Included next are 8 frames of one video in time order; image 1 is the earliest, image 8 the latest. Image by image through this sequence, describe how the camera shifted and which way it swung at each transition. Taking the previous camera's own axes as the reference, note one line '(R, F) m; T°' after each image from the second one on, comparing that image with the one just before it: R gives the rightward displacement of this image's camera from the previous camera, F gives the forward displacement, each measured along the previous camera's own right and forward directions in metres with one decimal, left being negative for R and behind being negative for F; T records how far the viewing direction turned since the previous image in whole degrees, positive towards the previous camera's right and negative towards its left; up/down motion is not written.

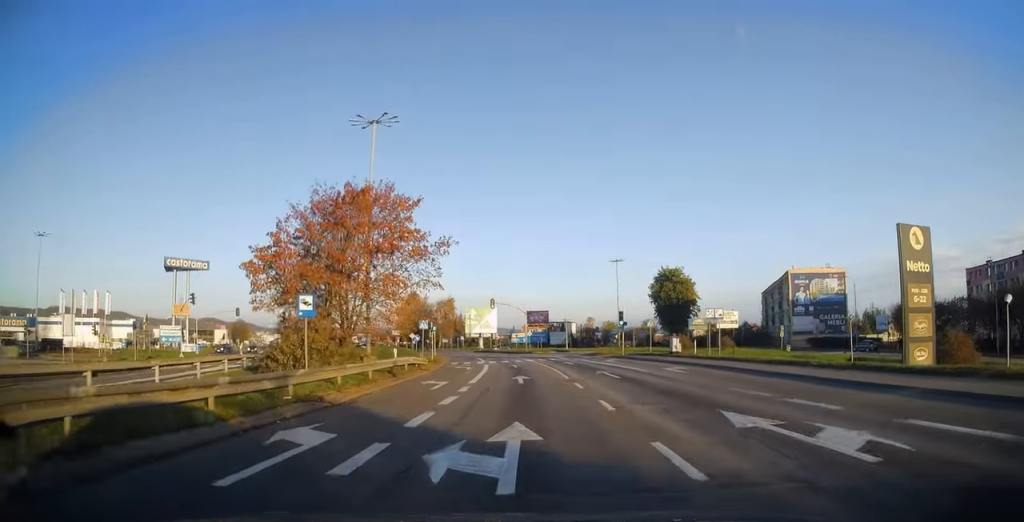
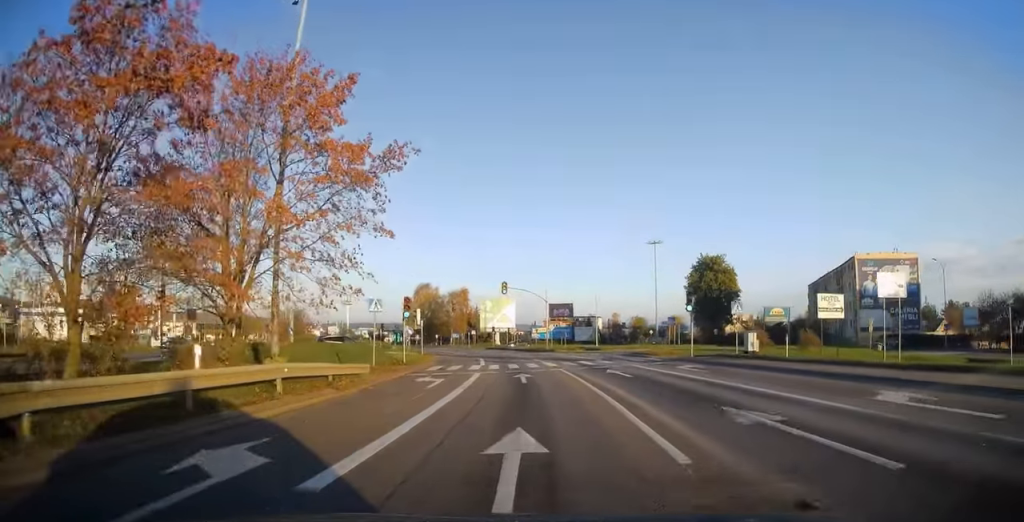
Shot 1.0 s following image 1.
(-0.3, +16.8) m; -2°
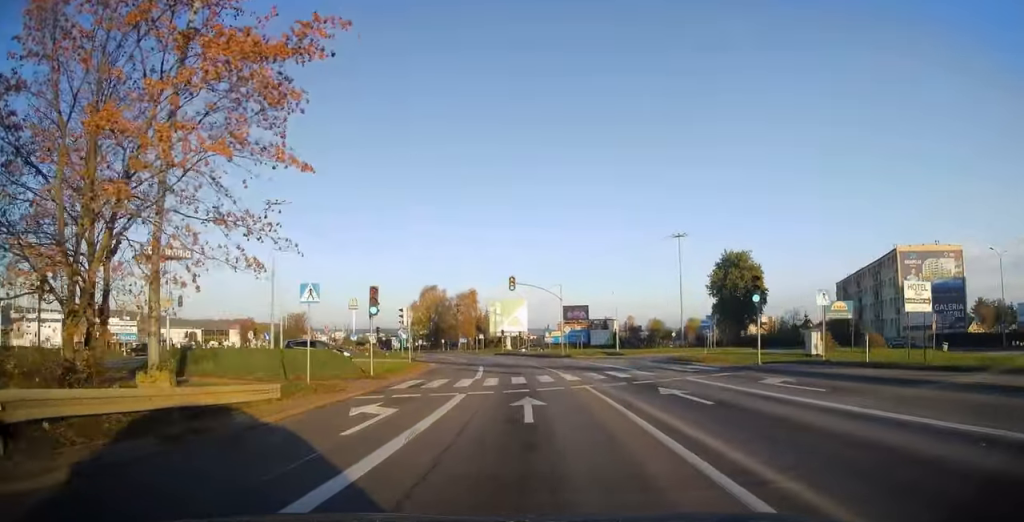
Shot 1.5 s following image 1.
(-0.2, +8.7) m; -1°
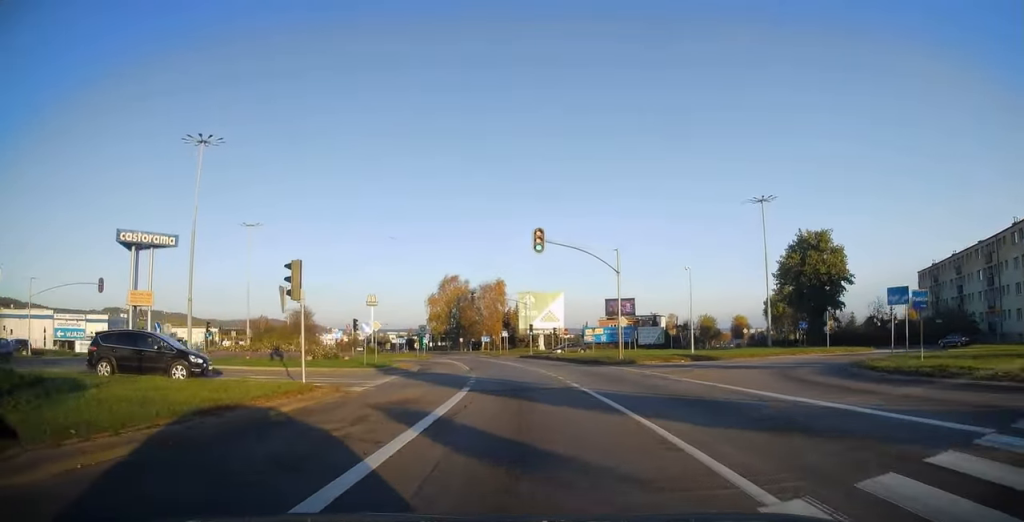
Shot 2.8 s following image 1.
(-0.6, +21.2) m; -3°
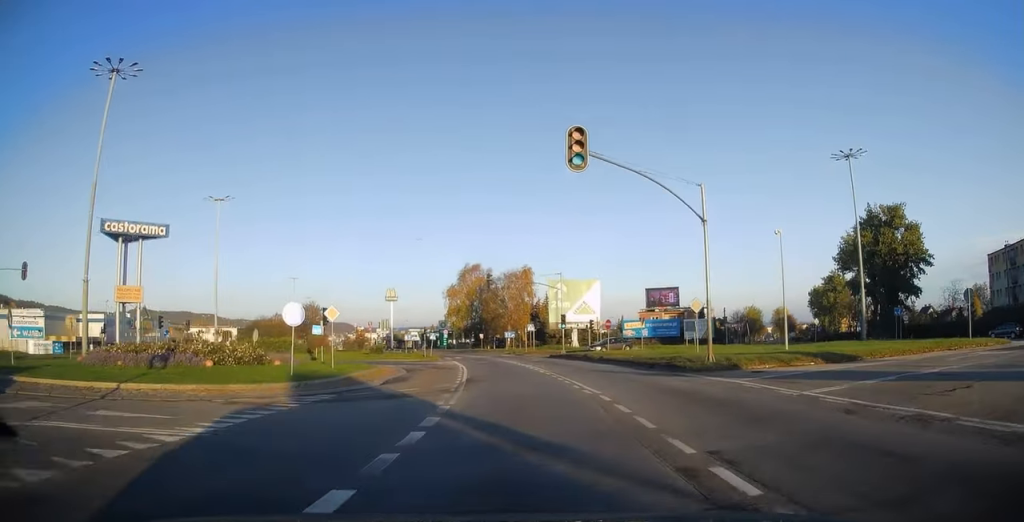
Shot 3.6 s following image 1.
(-0.3, +14.3) m; -3°
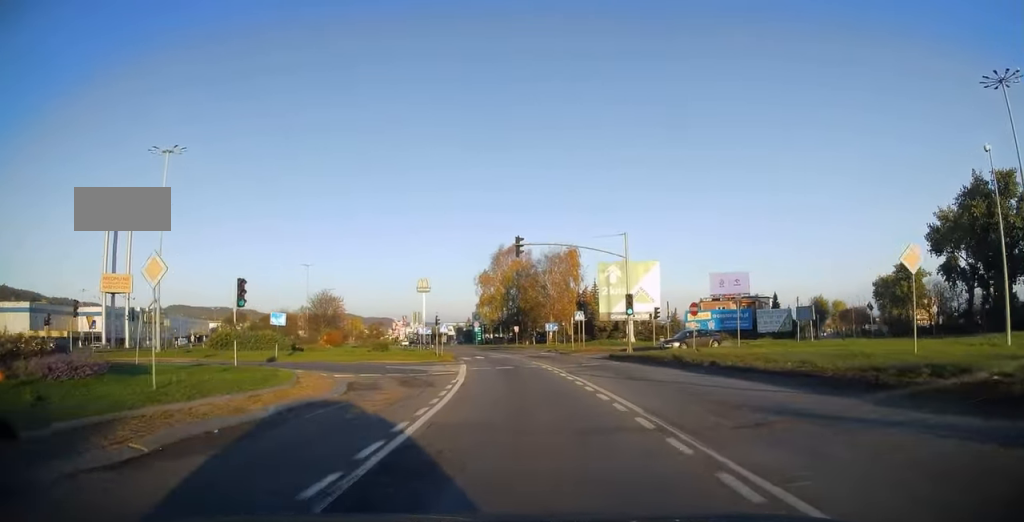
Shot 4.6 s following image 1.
(-0.5, +16.5) m; -4°
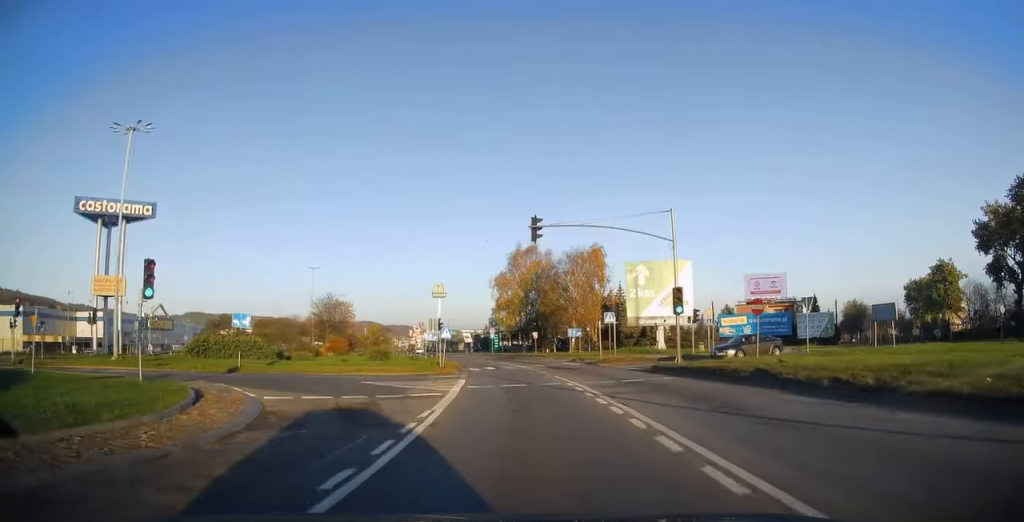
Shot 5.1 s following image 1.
(-0.1, +7.5) m; -2°
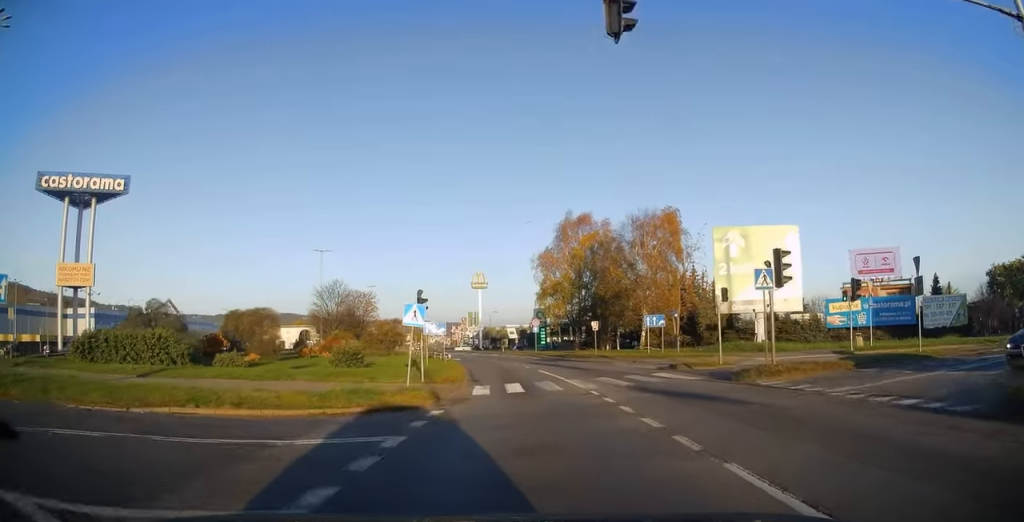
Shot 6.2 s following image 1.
(-1.0, +19.4) m; -6°
